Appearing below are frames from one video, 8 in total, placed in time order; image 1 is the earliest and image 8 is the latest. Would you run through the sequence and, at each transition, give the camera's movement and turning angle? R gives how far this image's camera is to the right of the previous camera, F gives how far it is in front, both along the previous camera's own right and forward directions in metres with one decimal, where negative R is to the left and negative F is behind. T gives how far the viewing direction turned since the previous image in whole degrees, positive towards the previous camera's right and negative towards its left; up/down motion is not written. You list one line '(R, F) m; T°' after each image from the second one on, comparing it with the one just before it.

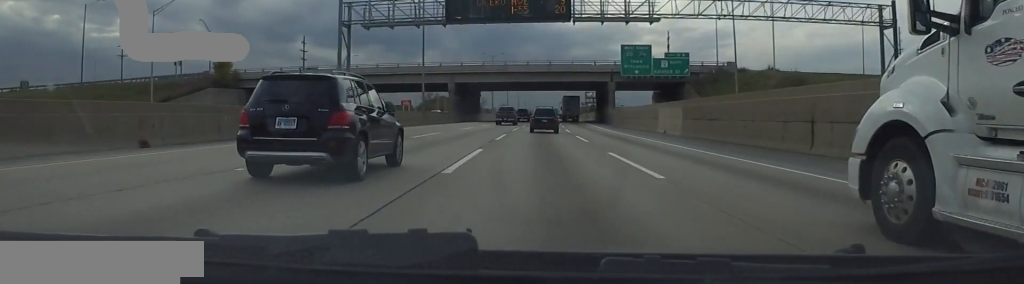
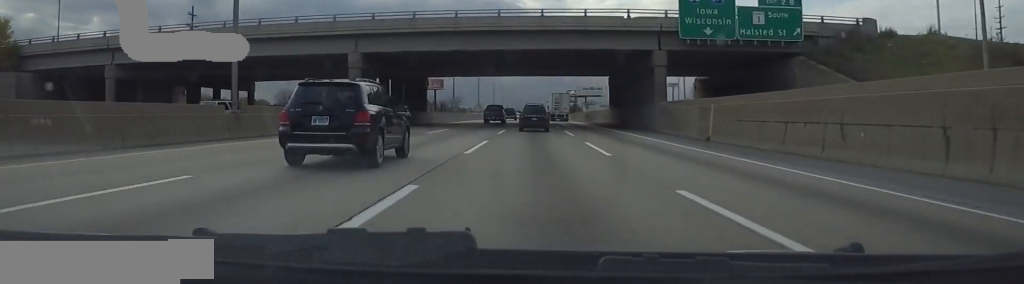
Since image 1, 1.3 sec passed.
(+0.6, +40.4) m; +2°
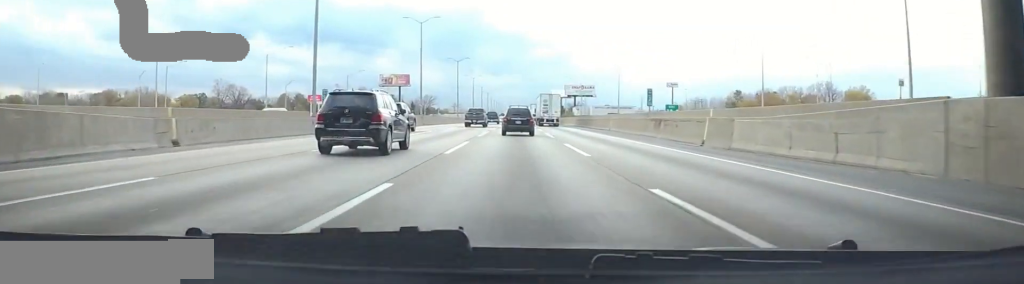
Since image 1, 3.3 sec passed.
(+0.5, +61.2) m; 0°
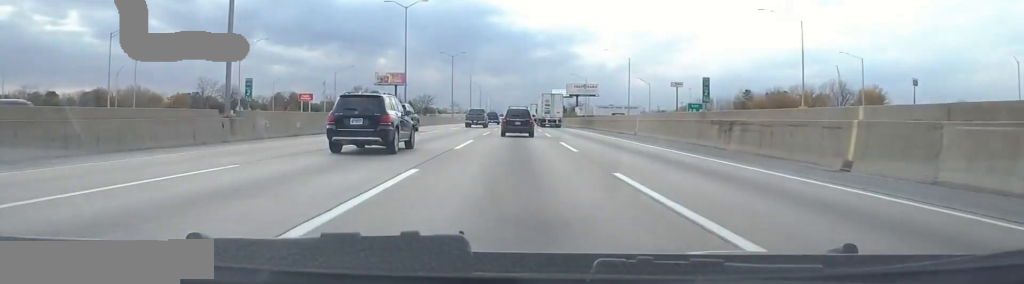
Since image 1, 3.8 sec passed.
(0.0, +12.5) m; 0°
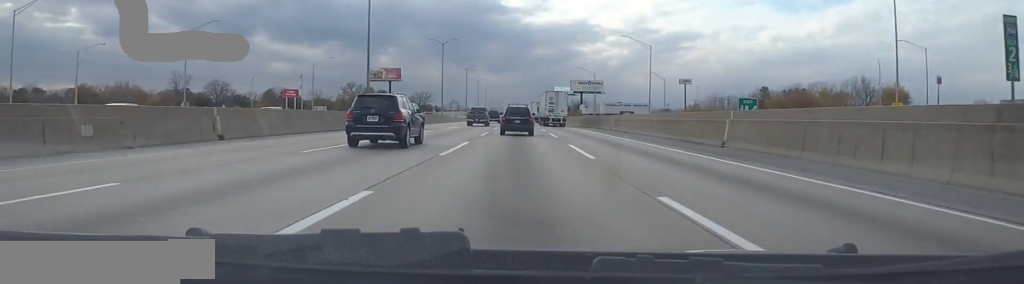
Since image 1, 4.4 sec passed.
(0.0, +19.4) m; 0°
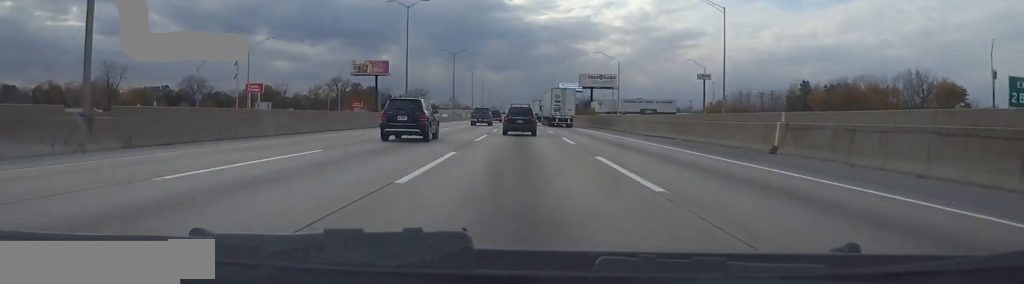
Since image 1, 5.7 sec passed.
(0.0, +38.5) m; 0°
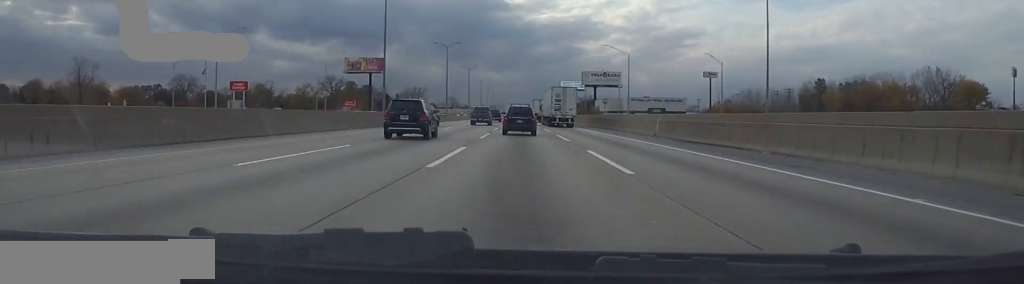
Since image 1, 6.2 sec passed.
(0.0, +12.8) m; 0°
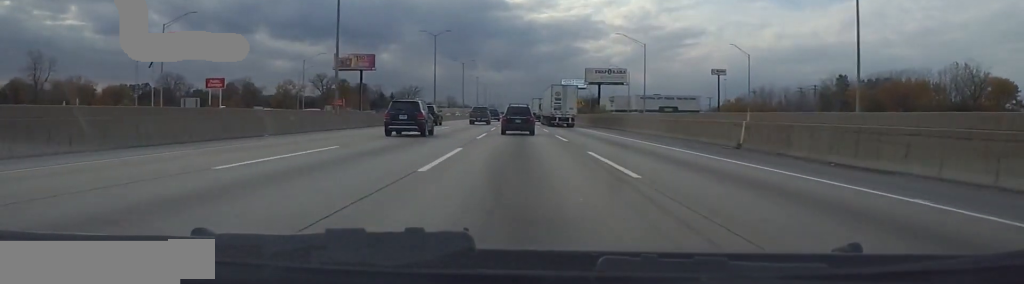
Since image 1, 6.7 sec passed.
(0.0, +16.6) m; 0°
